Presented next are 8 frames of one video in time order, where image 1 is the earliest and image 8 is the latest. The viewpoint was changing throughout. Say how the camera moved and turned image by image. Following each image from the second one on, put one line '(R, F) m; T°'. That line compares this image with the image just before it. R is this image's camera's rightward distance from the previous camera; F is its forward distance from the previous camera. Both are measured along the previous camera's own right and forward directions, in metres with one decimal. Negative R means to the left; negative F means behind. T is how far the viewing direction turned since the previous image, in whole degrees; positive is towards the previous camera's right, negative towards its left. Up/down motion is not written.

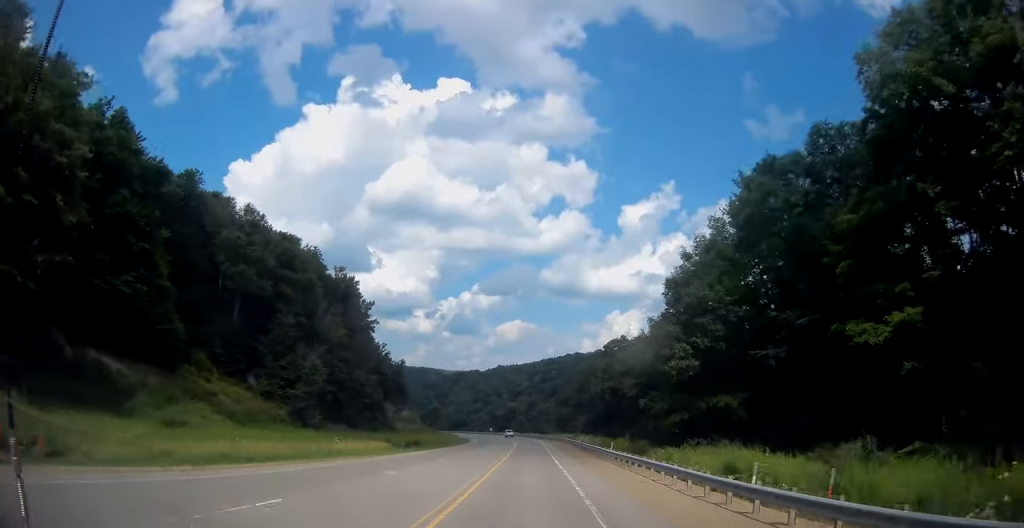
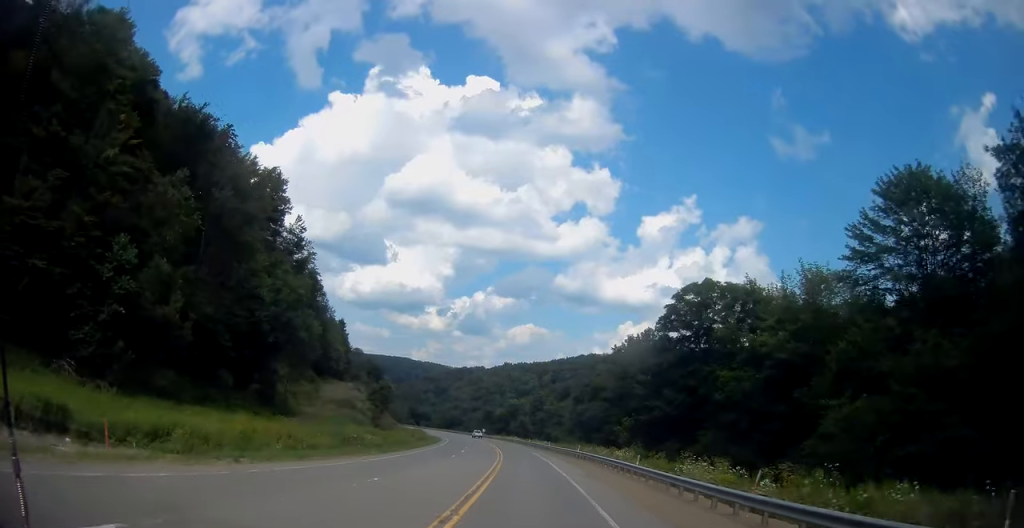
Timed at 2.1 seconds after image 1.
(-1.0, +53.5) m; 0°
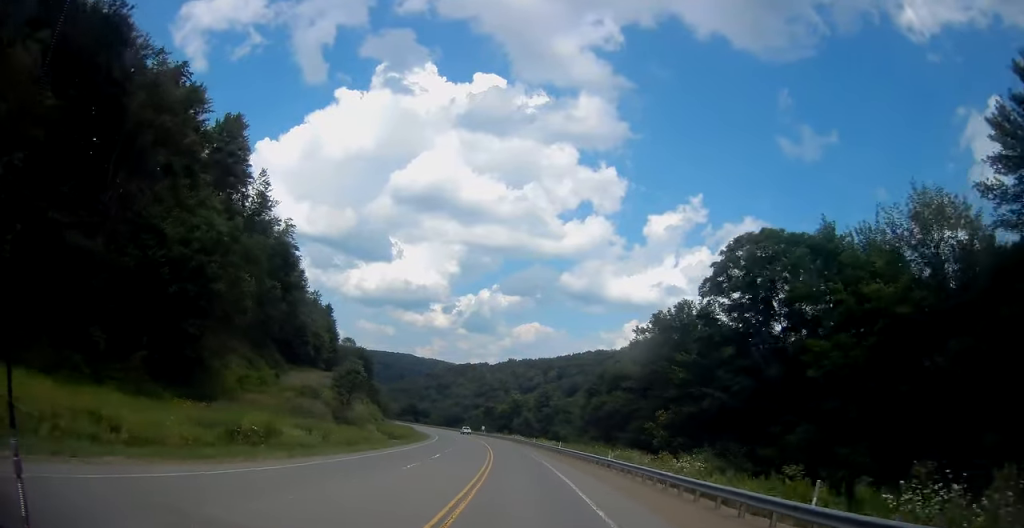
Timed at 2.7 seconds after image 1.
(+0.4, +17.3) m; 0°
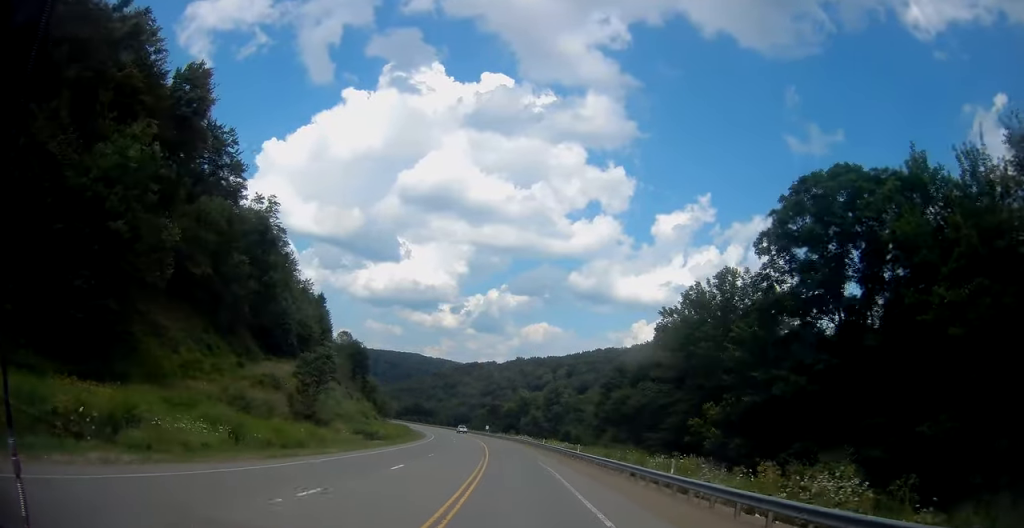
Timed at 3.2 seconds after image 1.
(+0.1, +13.0) m; -1°
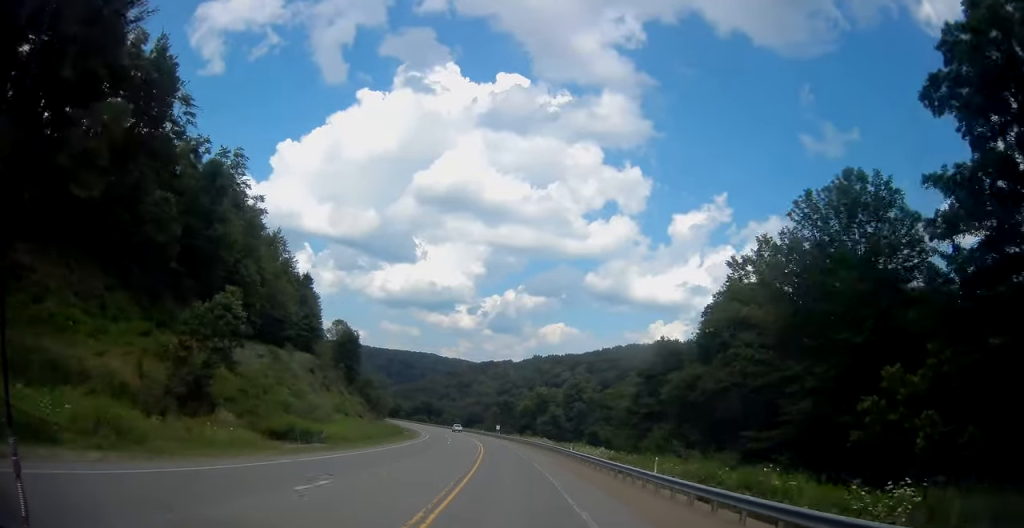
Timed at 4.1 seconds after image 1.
(-0.5, +21.7) m; -3°
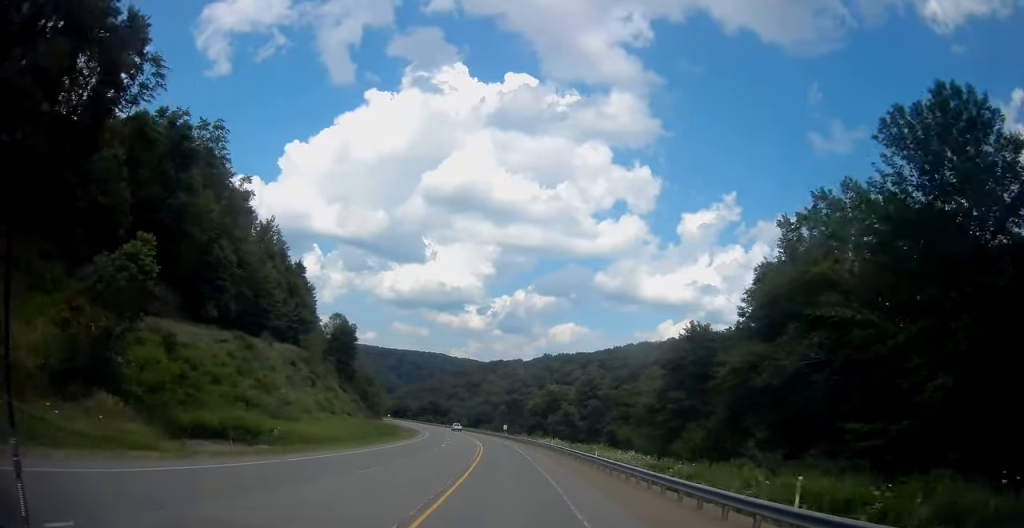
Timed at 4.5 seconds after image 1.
(-0.3, +10.5) m; -1°
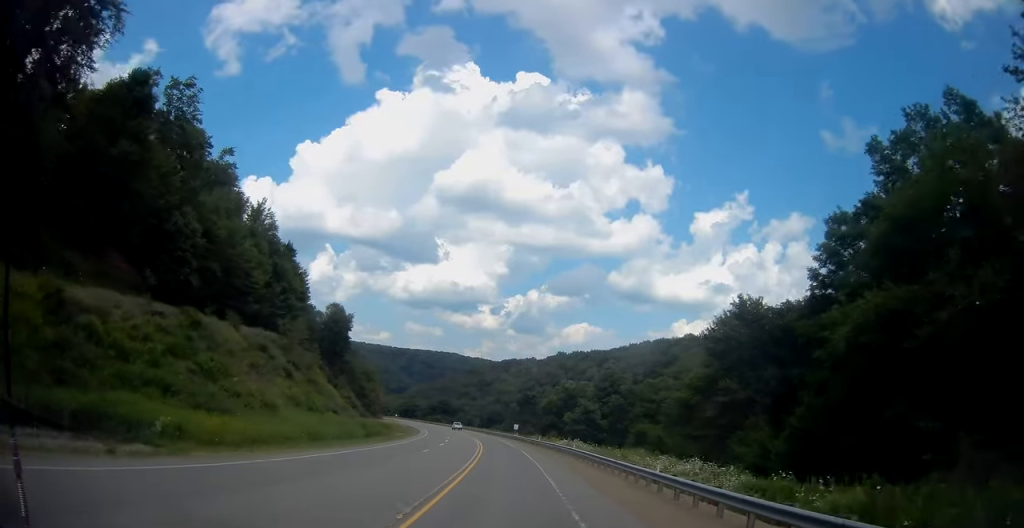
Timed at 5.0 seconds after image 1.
(-0.2, +13.1) m; -1°
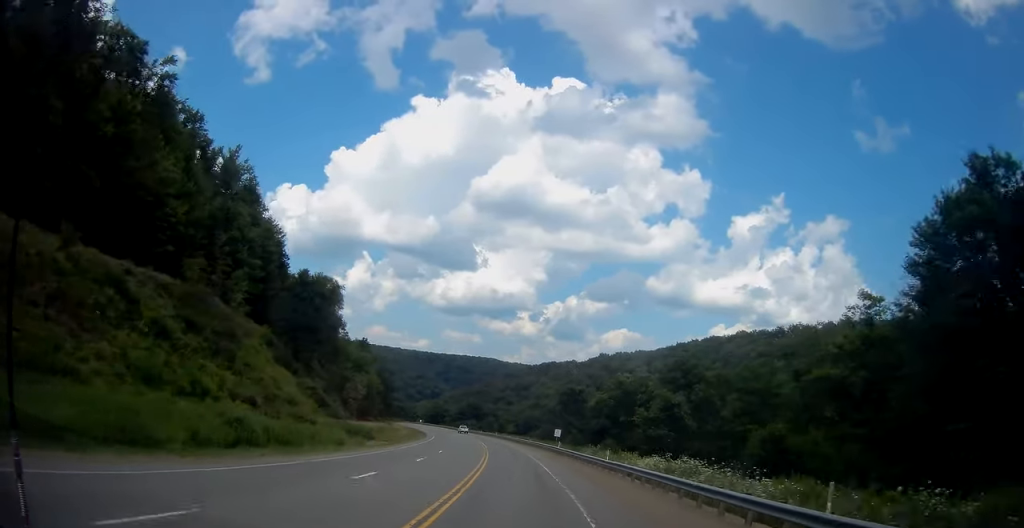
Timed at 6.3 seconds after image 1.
(-0.5, +33.6) m; -3°
